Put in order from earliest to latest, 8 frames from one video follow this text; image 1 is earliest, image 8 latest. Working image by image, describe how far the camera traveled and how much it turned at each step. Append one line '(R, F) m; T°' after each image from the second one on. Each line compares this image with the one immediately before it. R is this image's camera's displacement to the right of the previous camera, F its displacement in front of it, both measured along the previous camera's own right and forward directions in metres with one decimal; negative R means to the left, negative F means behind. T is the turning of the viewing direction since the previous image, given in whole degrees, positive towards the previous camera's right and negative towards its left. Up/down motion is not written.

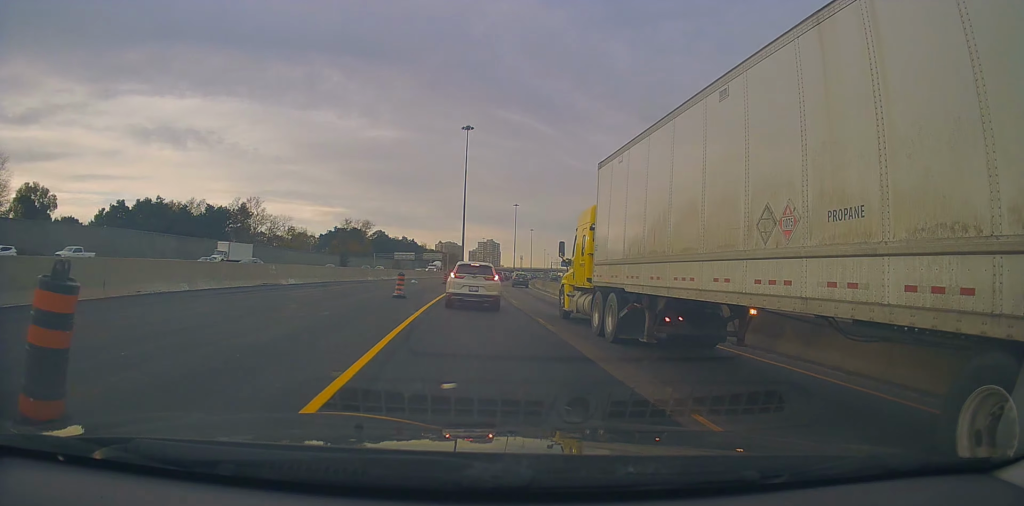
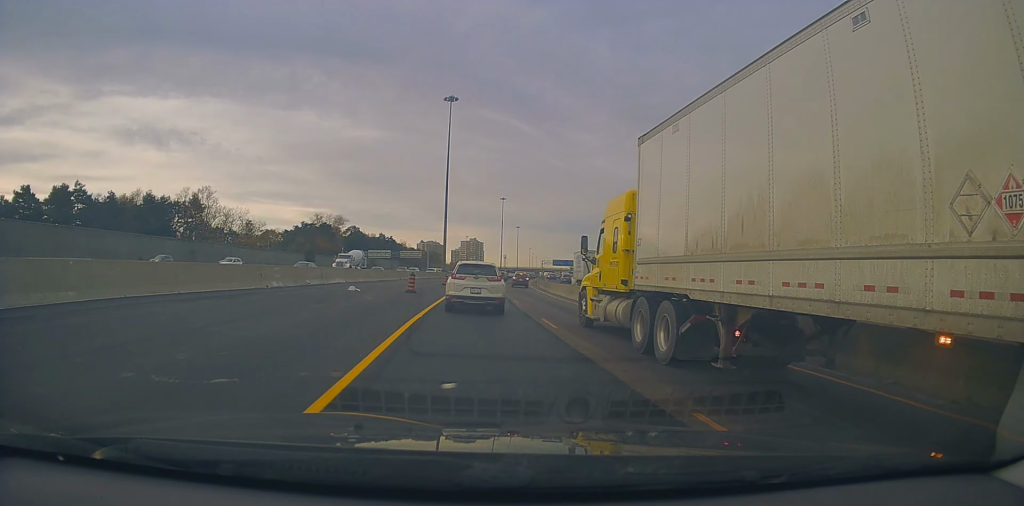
(+0.4, +24.5) m; 0°
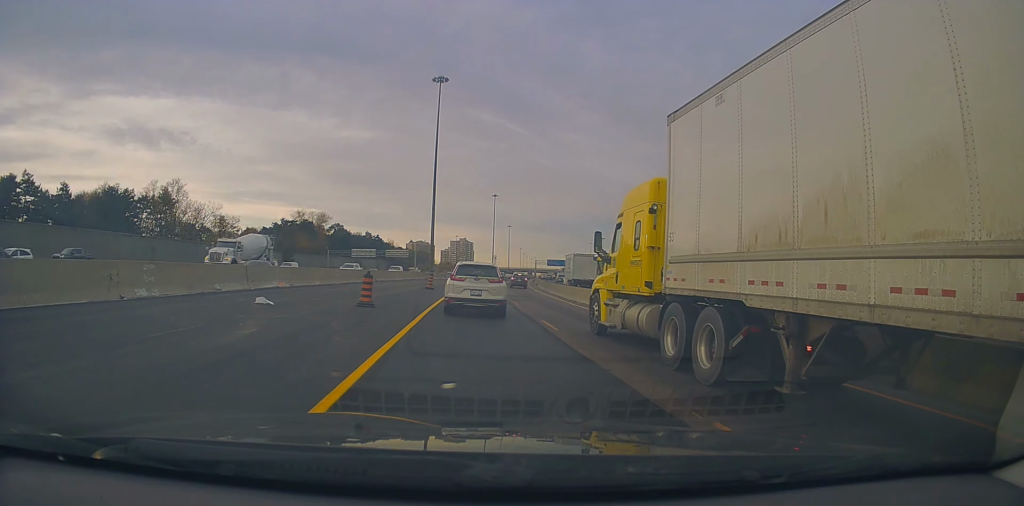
(-0.5, +12.7) m; +1°
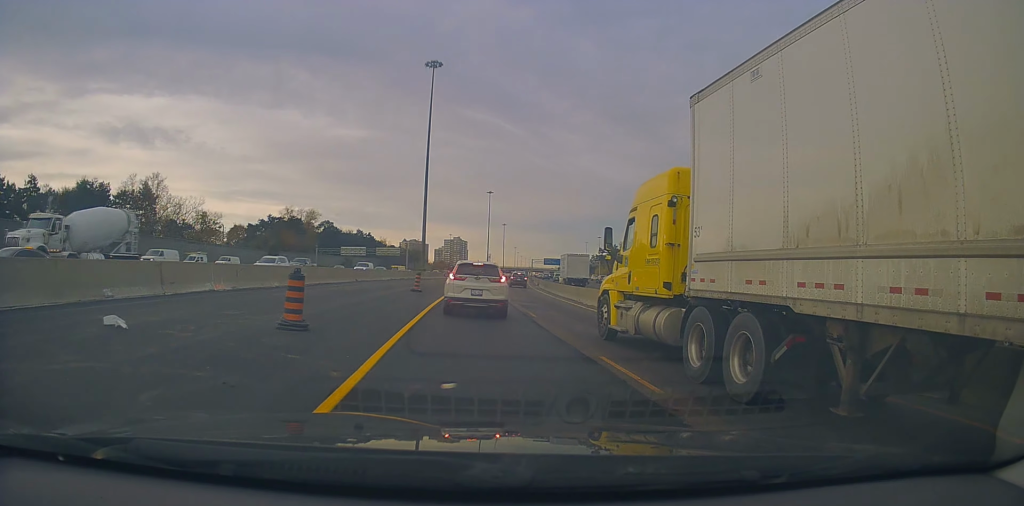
(+0.4, +7.9) m; +3°
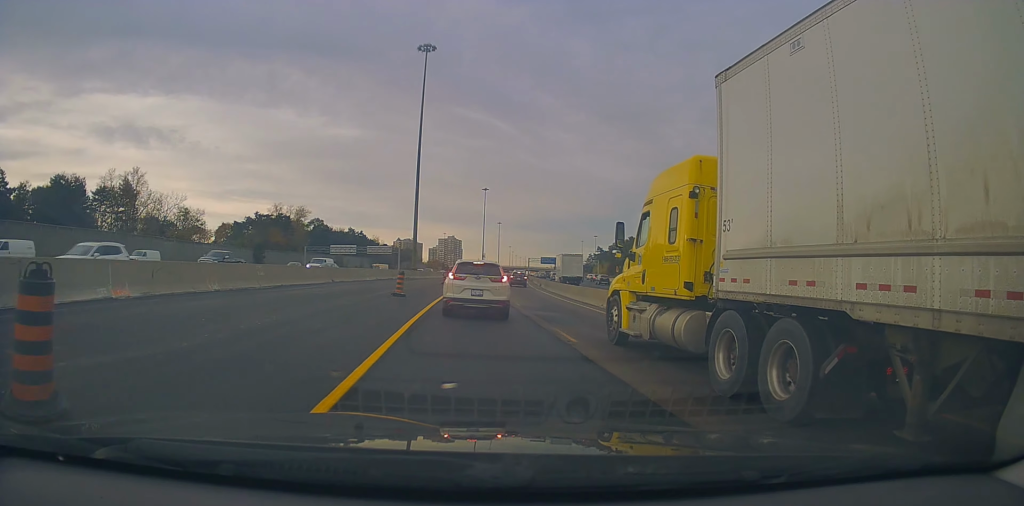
(+0.2, +7.5) m; +1°
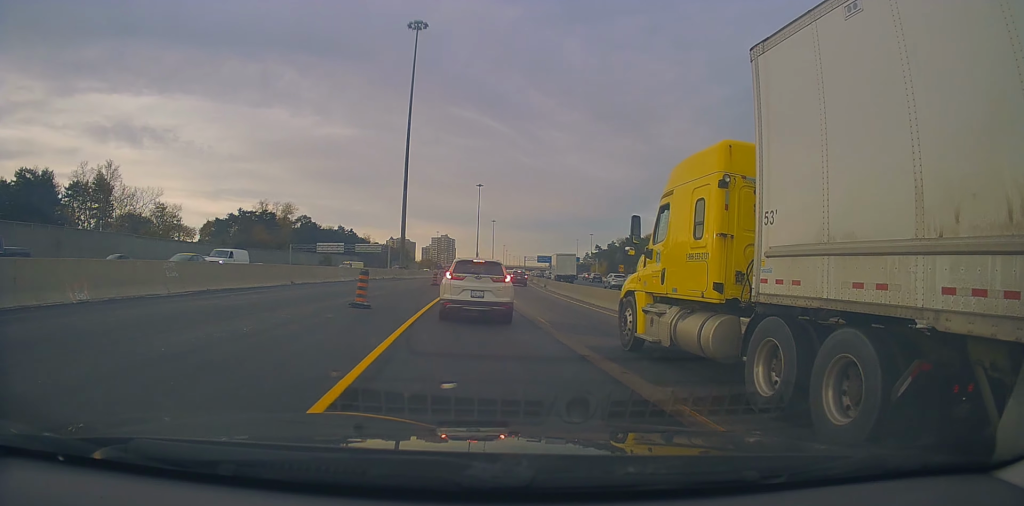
(+0.4, +8.5) m; -1°
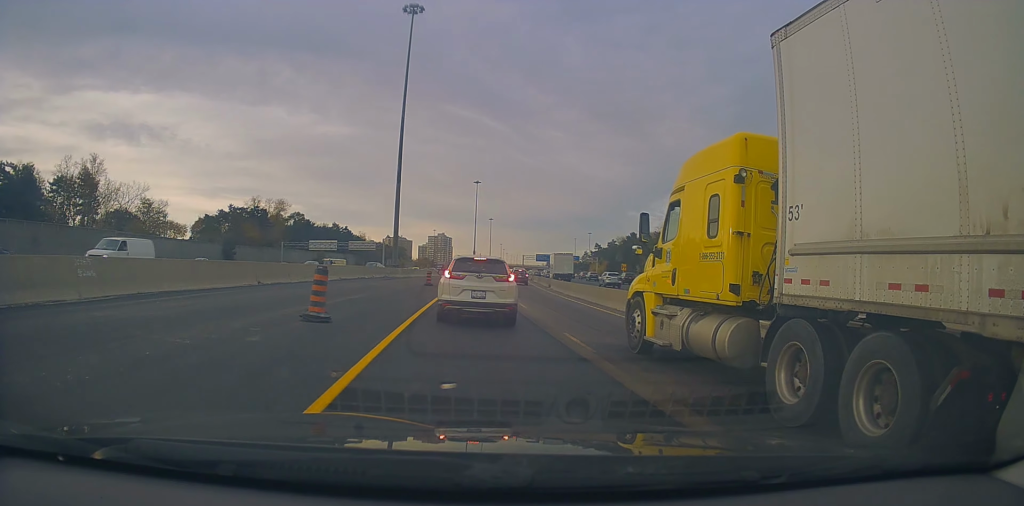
(-0.3, +5.4) m; 0°
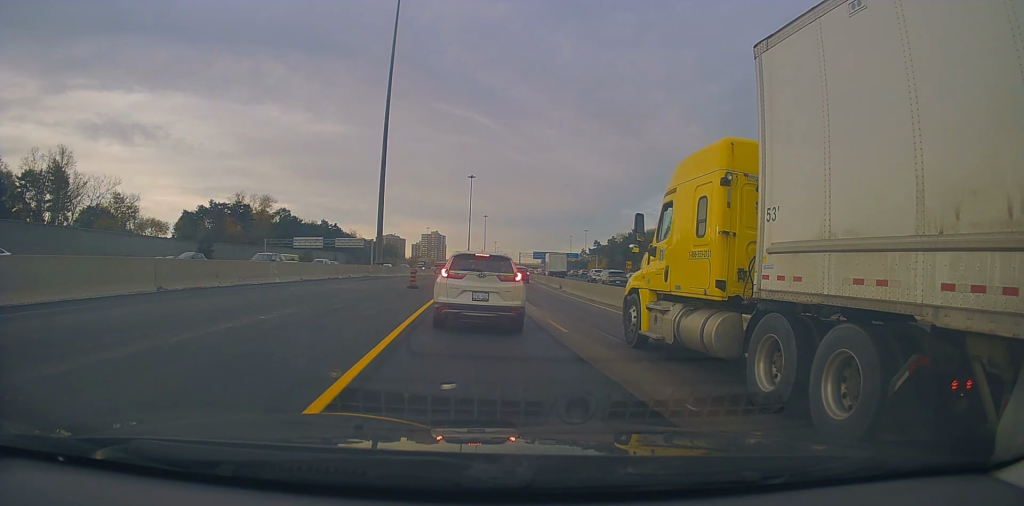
(-0.4, +10.3) m; 0°
